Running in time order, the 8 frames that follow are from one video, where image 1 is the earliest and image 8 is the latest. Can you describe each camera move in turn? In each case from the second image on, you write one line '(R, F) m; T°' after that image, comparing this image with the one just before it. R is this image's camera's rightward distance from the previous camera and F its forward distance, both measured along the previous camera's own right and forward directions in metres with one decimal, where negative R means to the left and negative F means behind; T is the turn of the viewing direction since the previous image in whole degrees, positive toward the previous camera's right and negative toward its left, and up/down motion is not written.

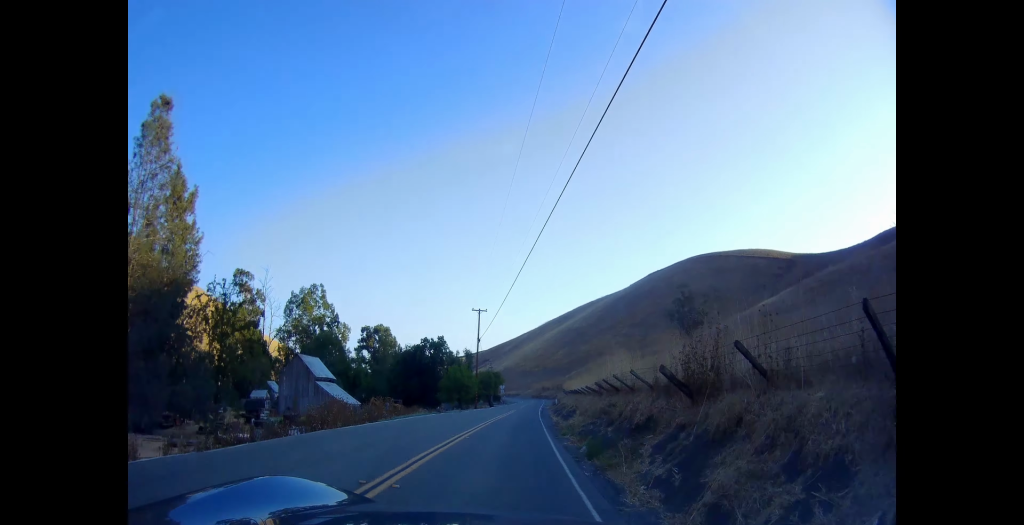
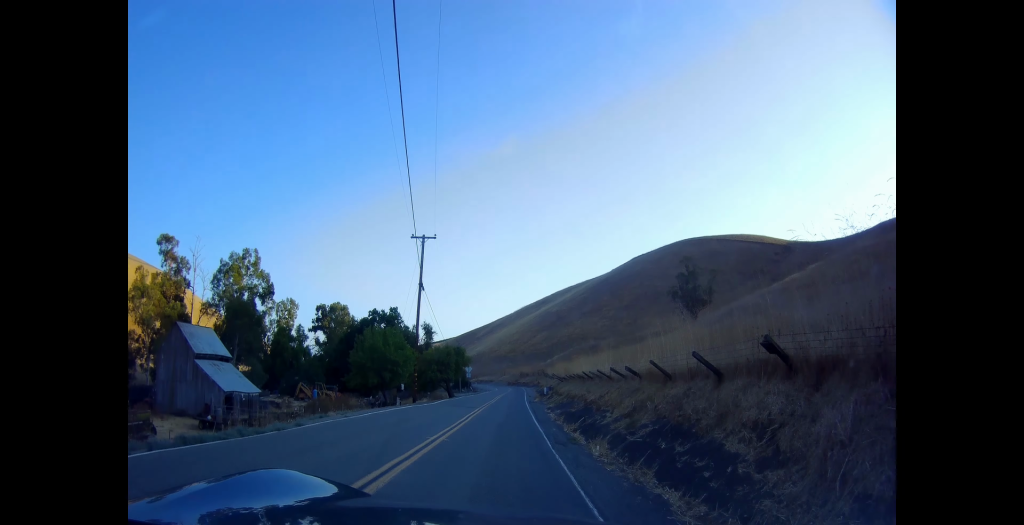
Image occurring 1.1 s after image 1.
(+0.7, +26.0) m; +3°
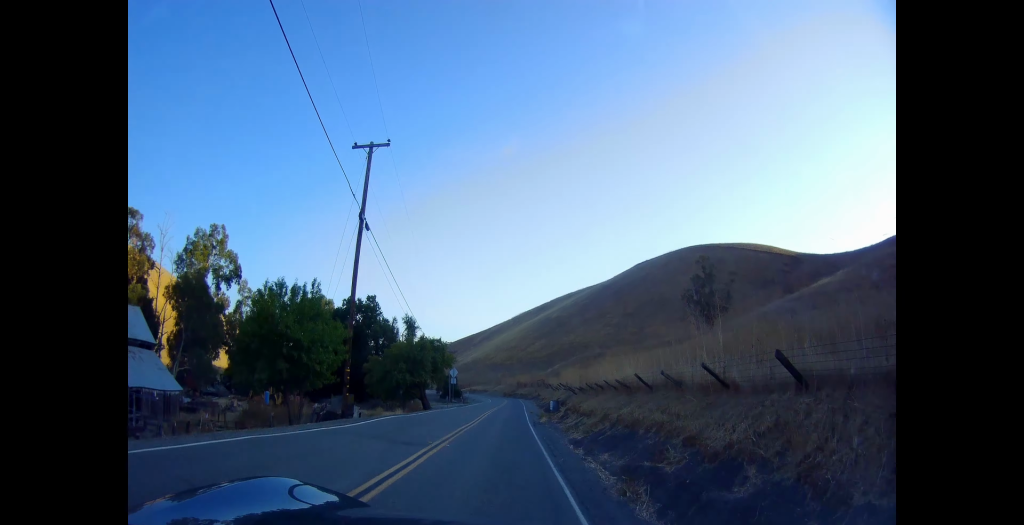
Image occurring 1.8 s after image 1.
(+0.1, +14.4) m; +1°
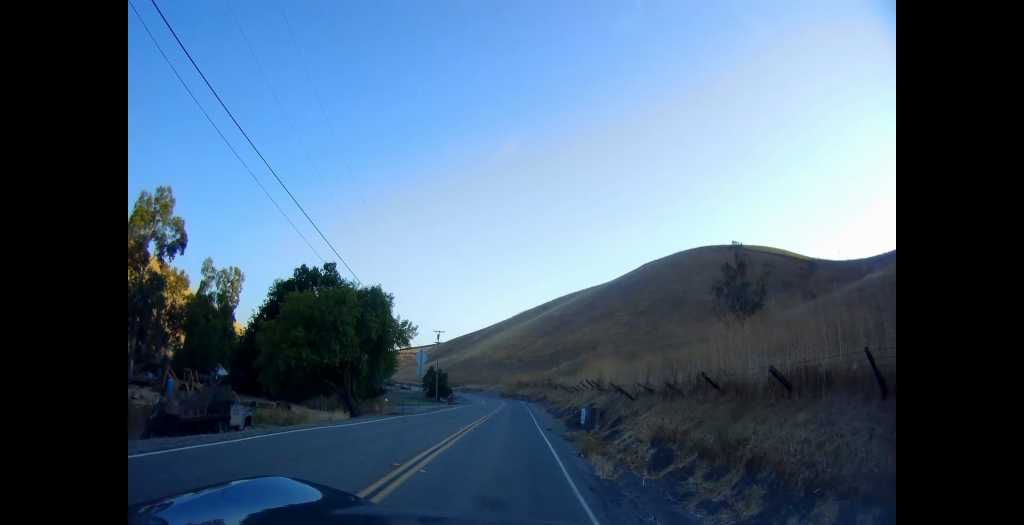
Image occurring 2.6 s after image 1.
(+0.8, +19.9) m; 0°
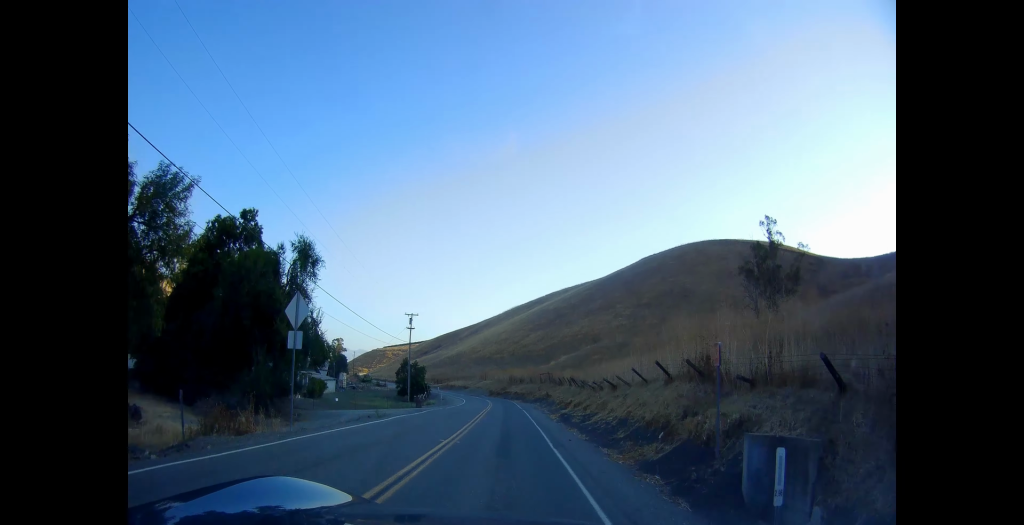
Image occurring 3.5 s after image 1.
(-1.1, +19.7) m; 0°
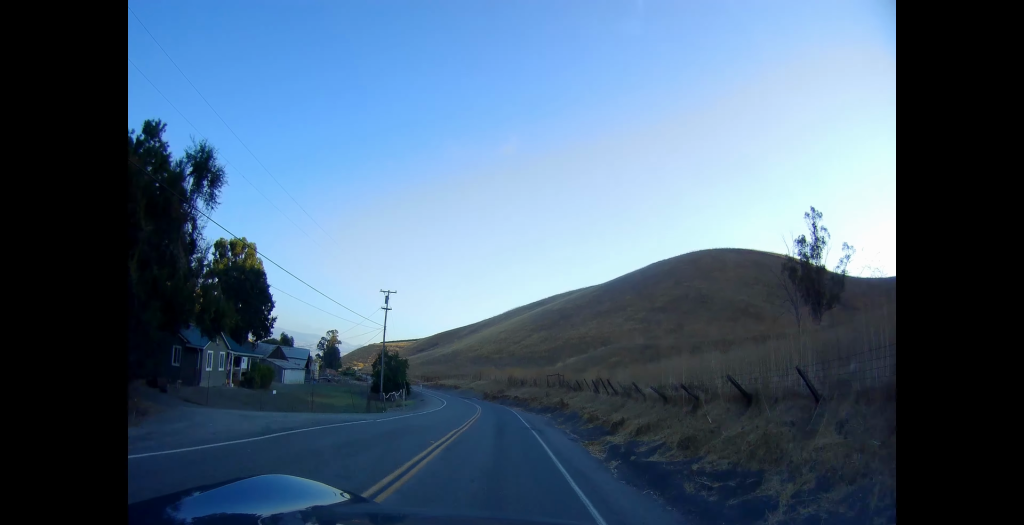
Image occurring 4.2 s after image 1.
(+1.0, +16.8) m; +2°
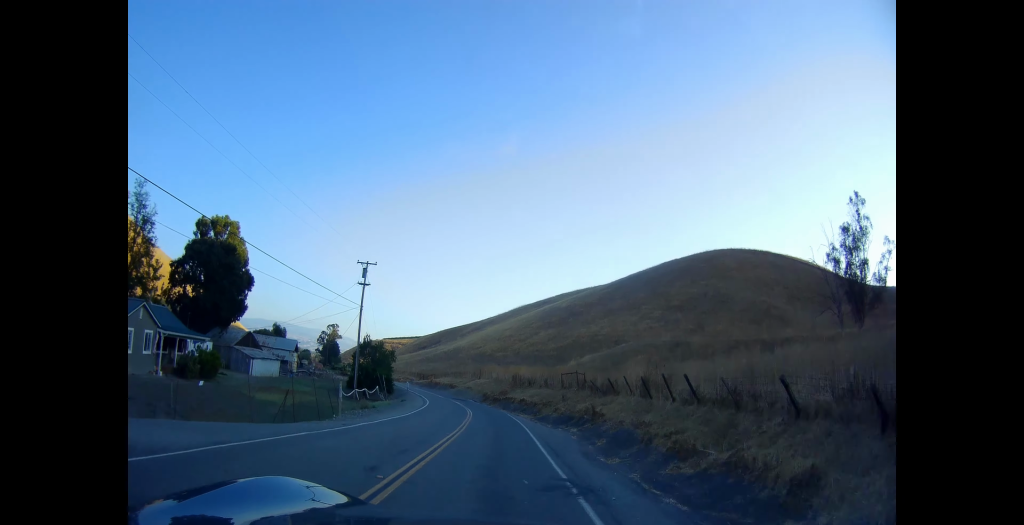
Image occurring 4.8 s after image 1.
(+0.1, +12.9) m; -1°
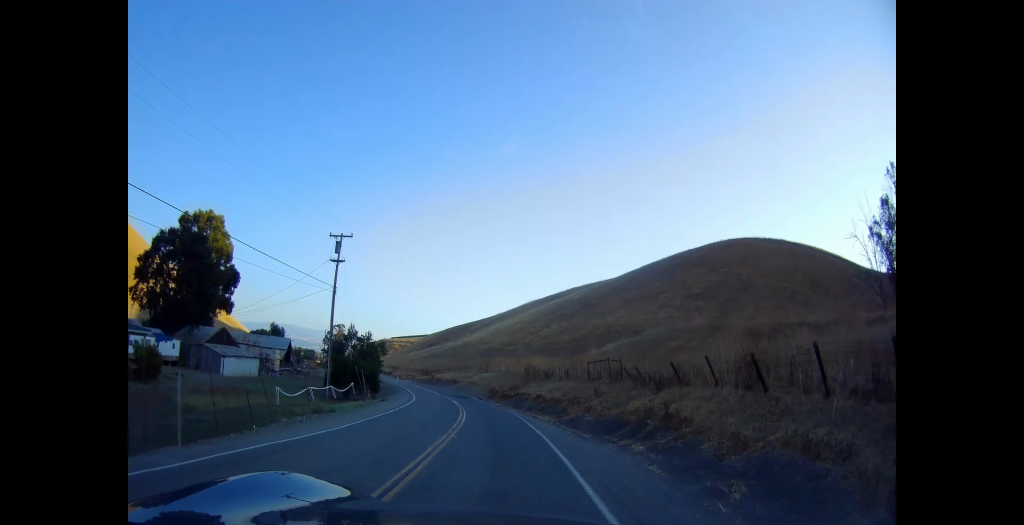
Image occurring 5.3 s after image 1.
(0.0, +11.0) m; -2°
